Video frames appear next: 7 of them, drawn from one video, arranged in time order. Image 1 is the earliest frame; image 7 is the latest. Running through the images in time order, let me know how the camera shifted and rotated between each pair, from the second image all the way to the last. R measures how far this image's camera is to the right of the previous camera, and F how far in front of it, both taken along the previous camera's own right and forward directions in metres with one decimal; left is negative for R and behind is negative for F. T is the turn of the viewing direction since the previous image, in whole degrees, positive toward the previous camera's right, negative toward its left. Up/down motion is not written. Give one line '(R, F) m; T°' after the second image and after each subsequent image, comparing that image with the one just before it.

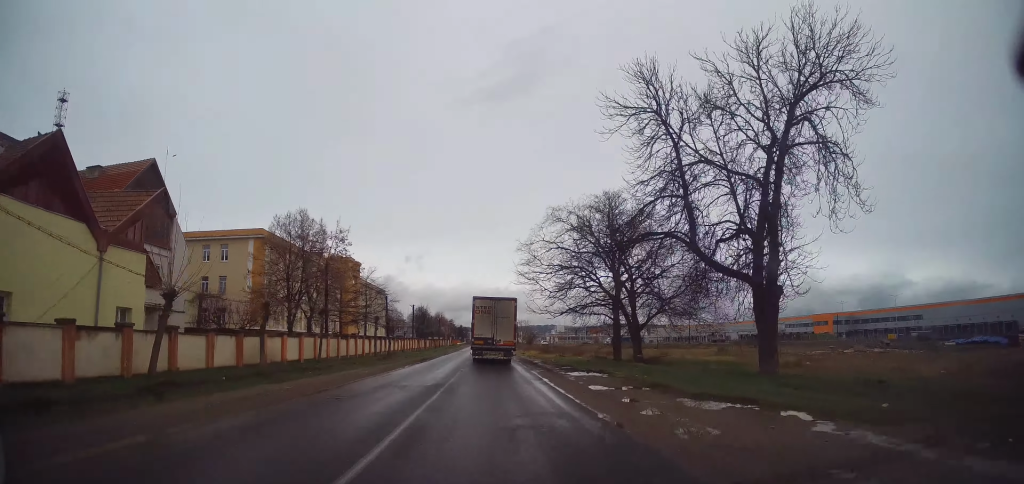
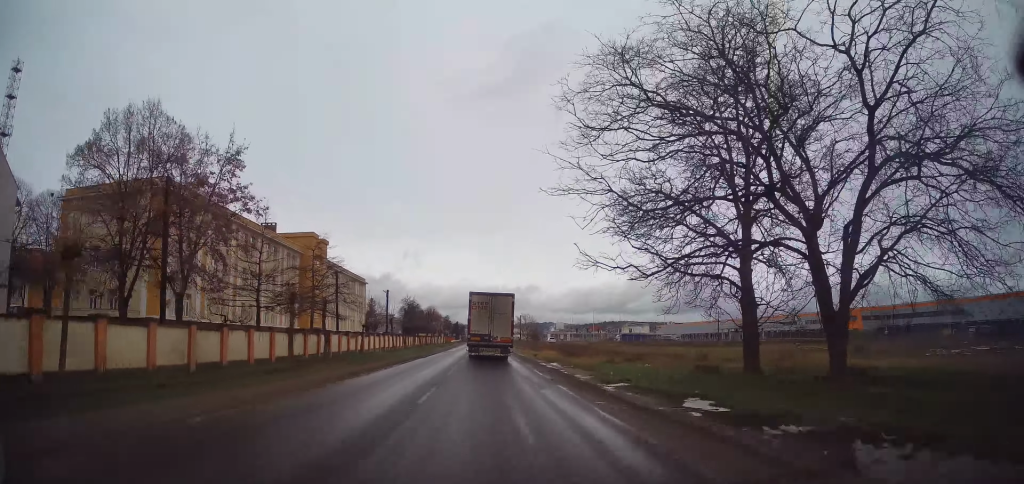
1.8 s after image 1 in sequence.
(0.0, +20.5) m; 0°
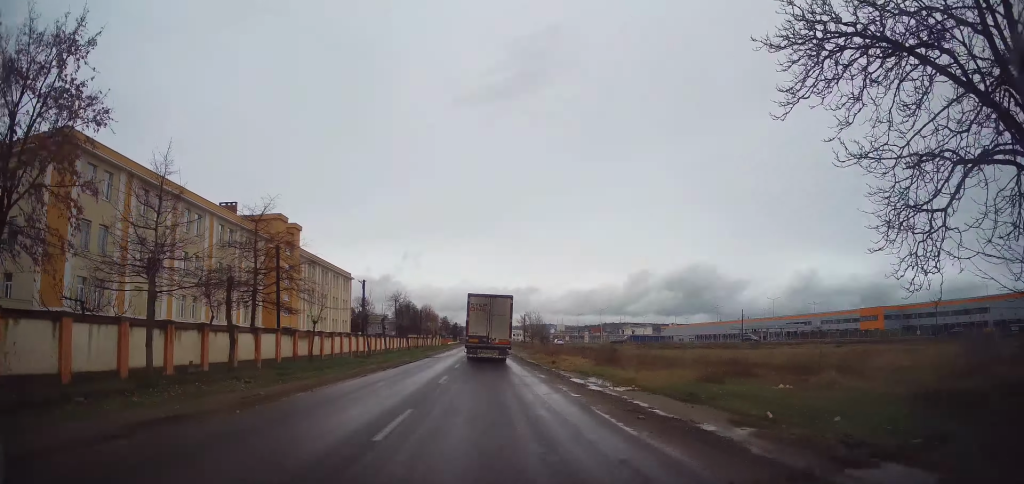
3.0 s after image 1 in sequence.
(0.0, +12.6) m; 0°
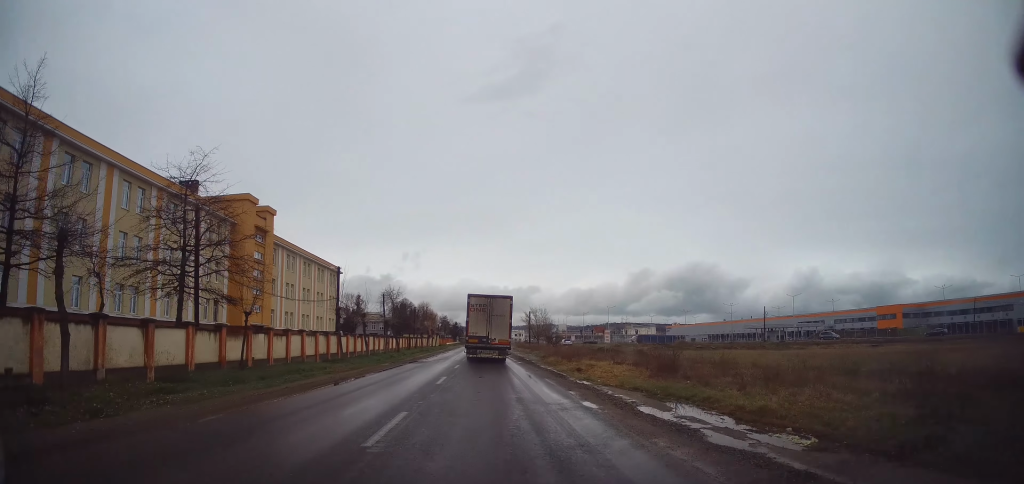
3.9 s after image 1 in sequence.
(0.0, +9.5) m; 0°
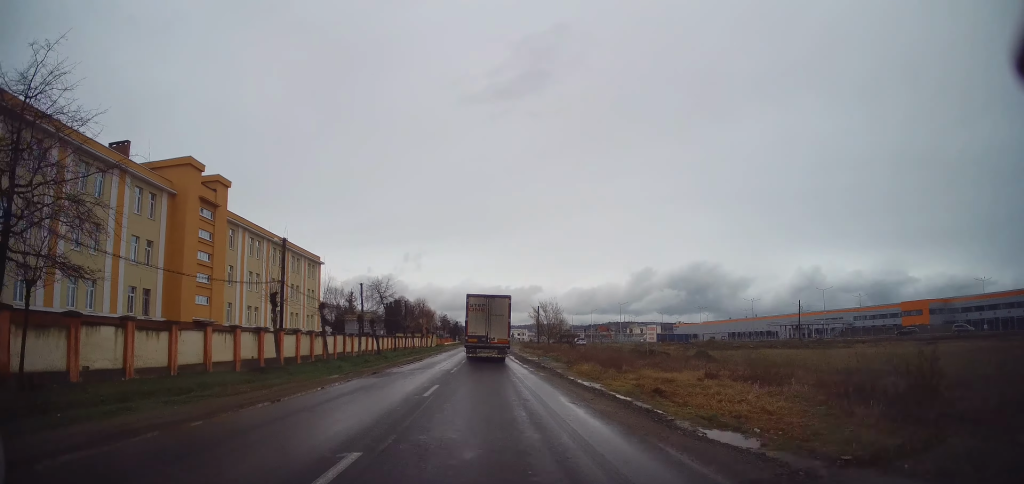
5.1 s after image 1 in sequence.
(0.0, +12.6) m; -2°
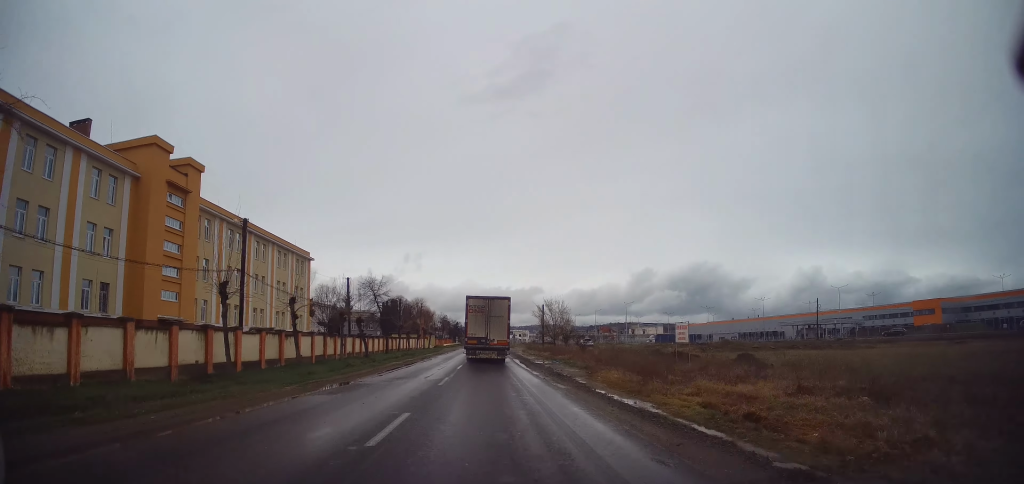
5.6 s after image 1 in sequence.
(-0.2, +5.6) m; 0°
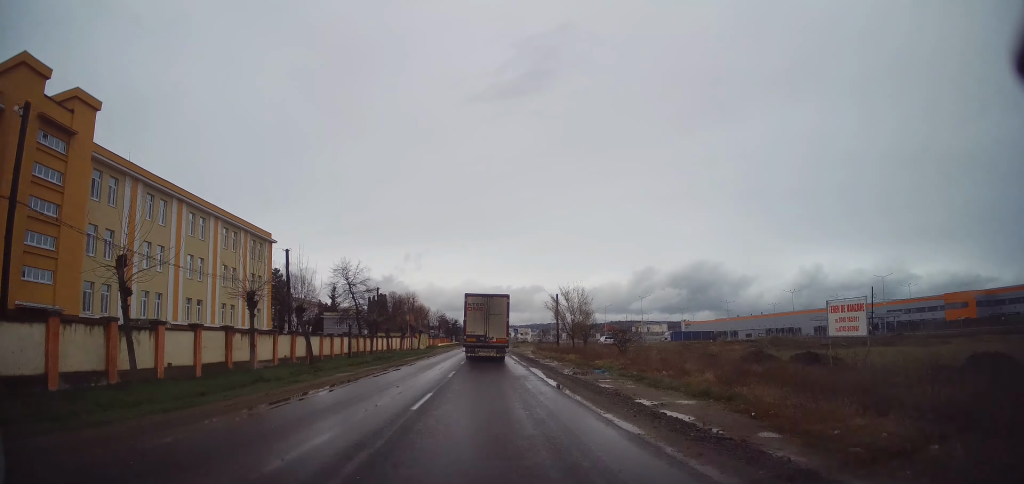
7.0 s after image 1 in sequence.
(+0.1, +14.8) m; +2°
